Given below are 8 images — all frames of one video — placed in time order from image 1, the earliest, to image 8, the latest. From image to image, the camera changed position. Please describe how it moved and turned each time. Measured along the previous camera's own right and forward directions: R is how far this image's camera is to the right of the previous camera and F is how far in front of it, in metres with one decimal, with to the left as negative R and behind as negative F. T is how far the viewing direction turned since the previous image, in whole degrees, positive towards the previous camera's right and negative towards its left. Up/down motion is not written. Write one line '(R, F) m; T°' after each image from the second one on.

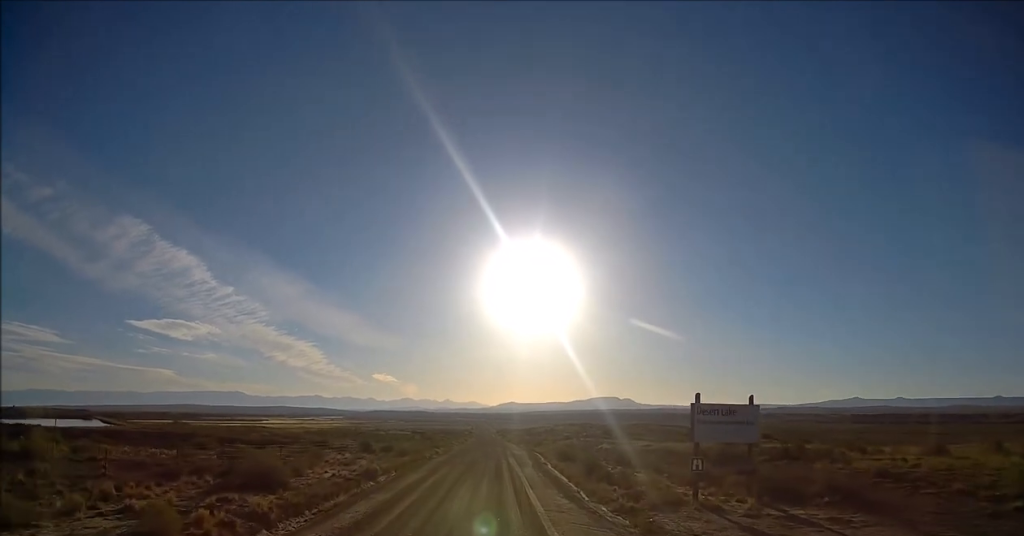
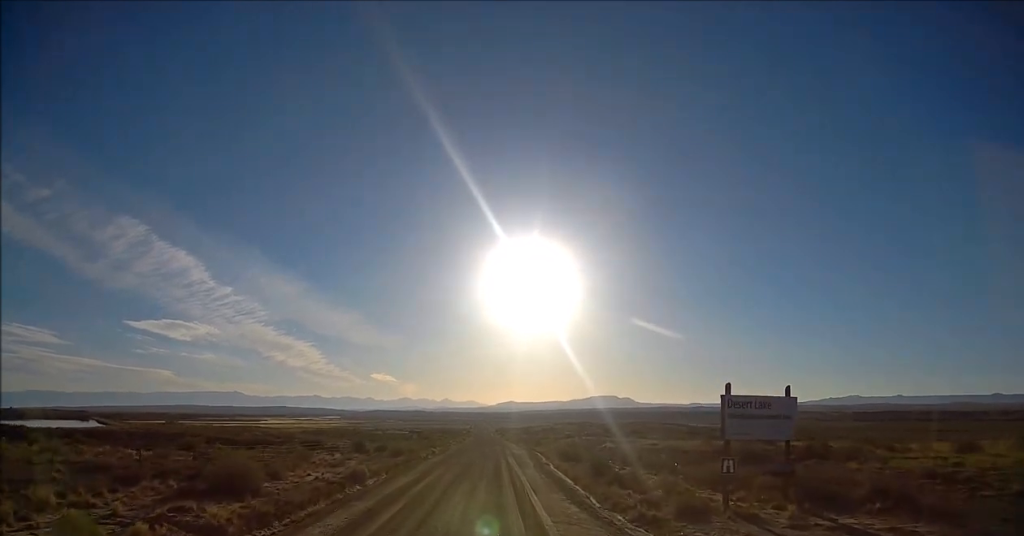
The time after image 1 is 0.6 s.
(+0.1, +3.0) m; 0°
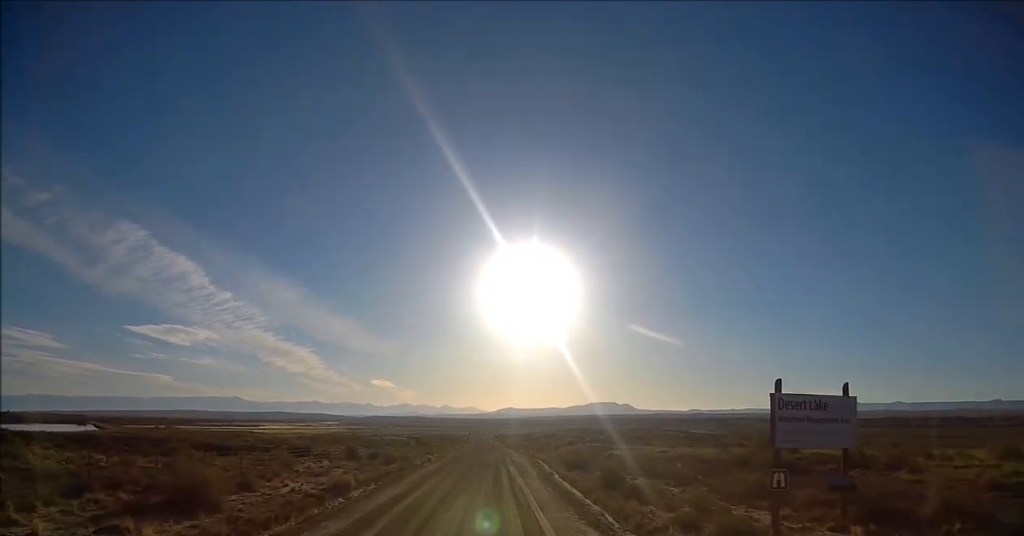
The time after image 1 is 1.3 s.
(+0.1, +3.4) m; 0°
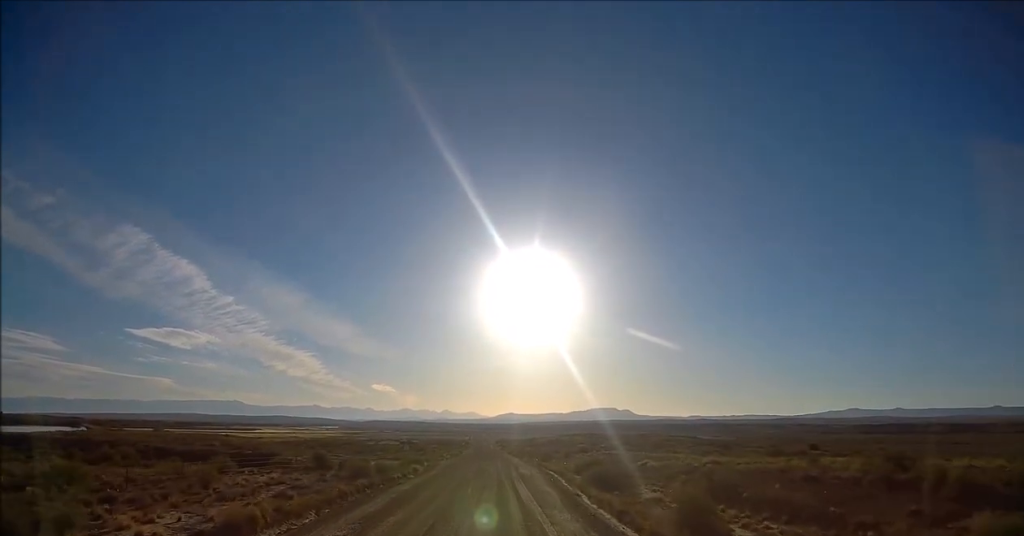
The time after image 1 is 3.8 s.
(-0.4, +11.6) m; -1°
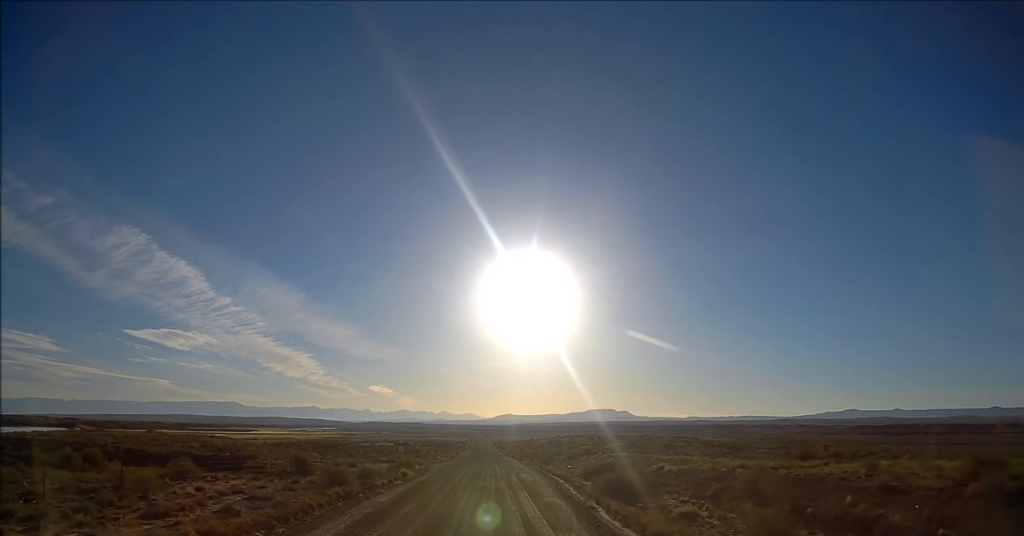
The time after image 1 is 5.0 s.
(0.0, +5.0) m; +2°
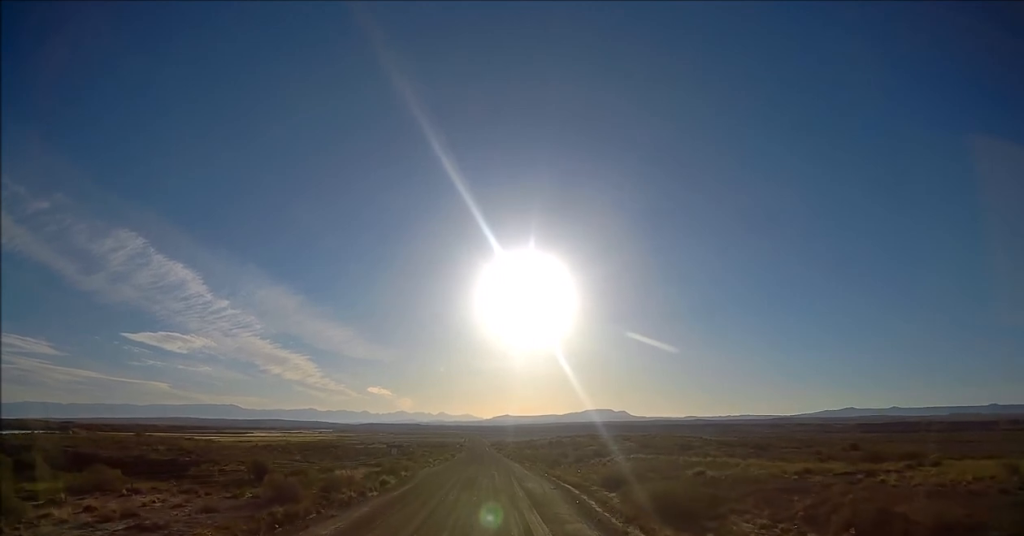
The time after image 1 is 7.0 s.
(0.0, +8.6) m; 0°
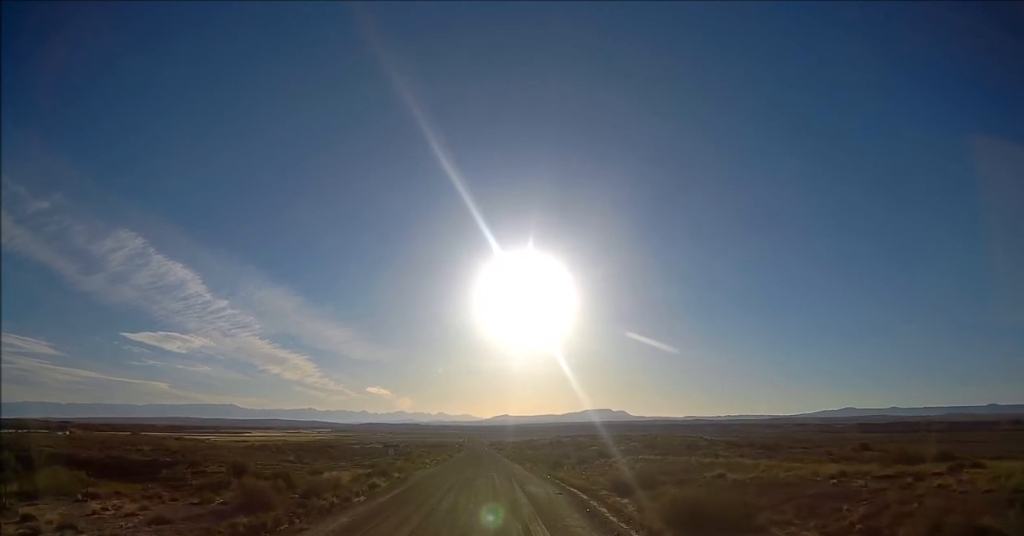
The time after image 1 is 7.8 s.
(0.0, +3.3) m; 0°
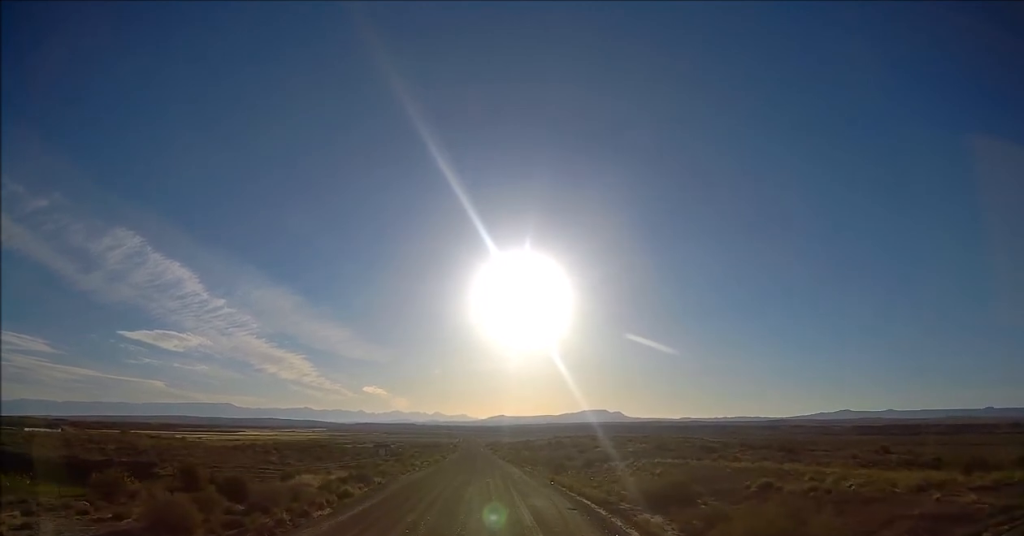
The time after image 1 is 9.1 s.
(+0.1, +5.8) m; -1°
